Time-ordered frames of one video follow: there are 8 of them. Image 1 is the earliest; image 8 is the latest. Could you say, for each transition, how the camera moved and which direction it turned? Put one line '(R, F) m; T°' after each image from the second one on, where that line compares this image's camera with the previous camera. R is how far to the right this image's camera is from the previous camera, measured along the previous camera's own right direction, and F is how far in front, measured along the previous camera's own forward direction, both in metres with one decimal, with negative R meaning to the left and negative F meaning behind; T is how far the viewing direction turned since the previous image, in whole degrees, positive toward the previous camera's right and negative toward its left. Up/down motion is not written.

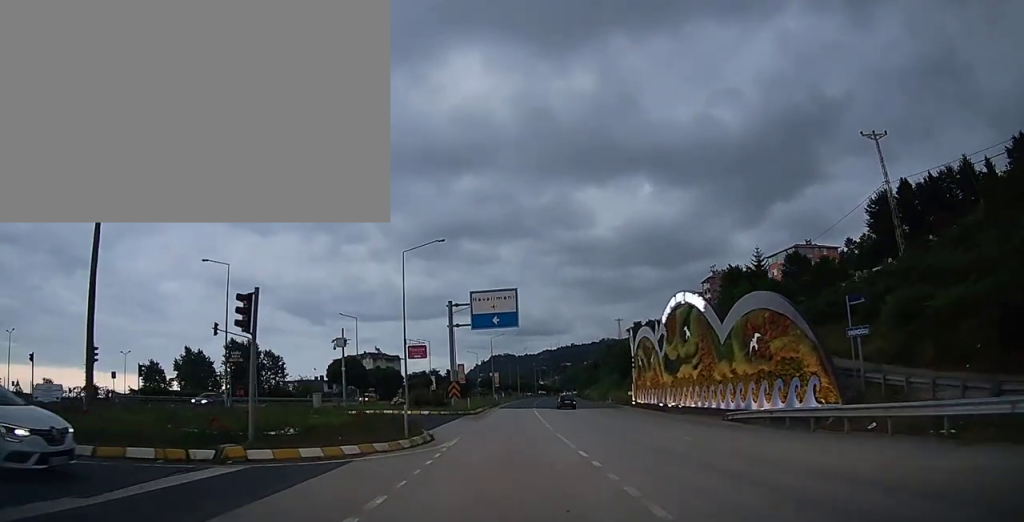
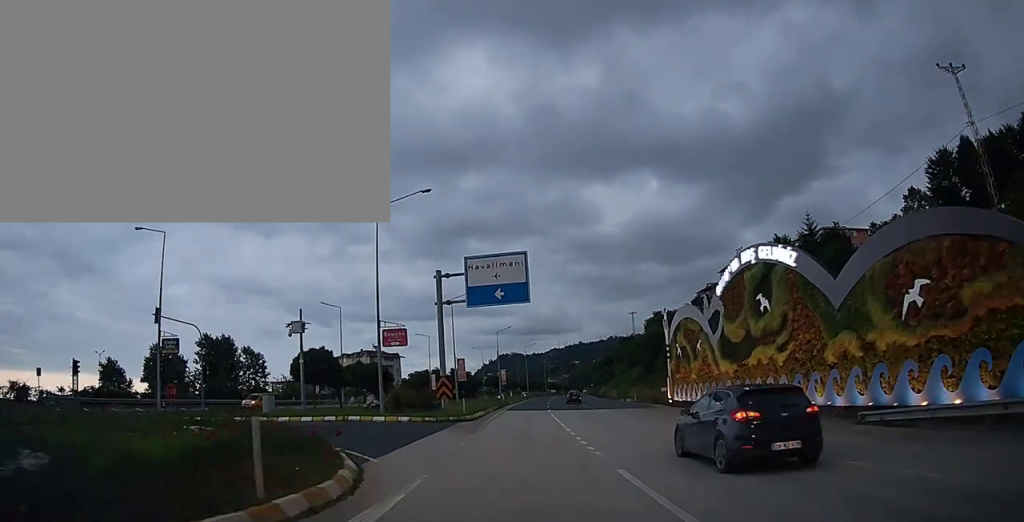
(0.0, +10.4) m; -1°
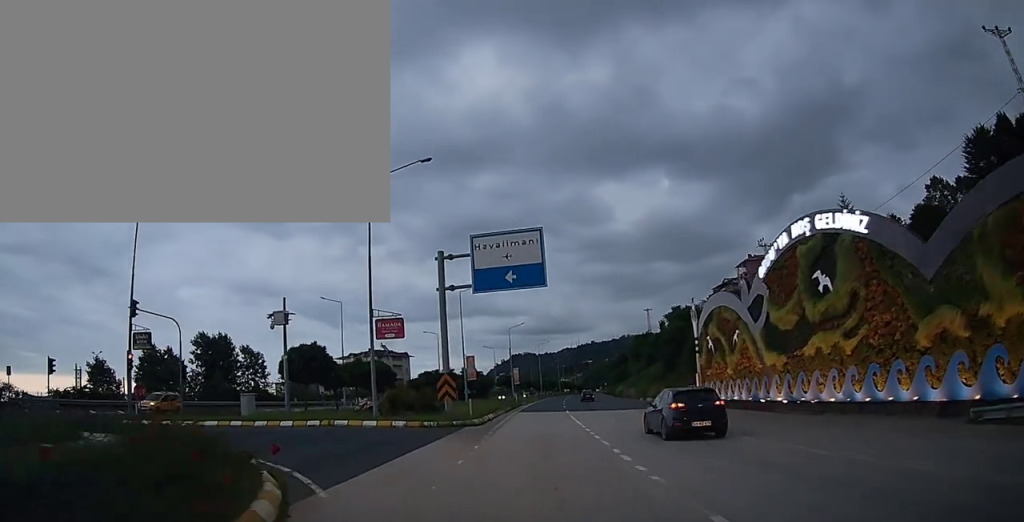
(0.0, +4.8) m; -1°
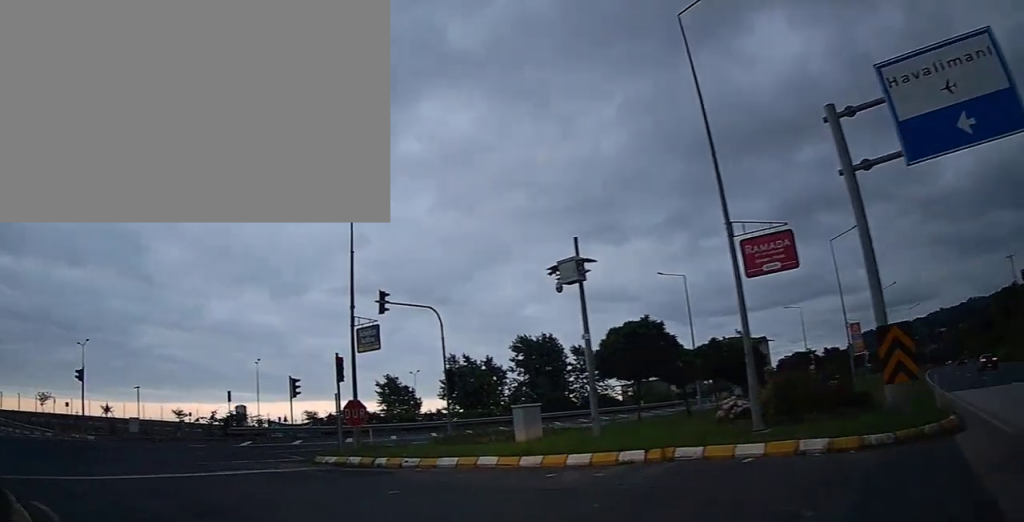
(-1.7, +10.6) m; -41°
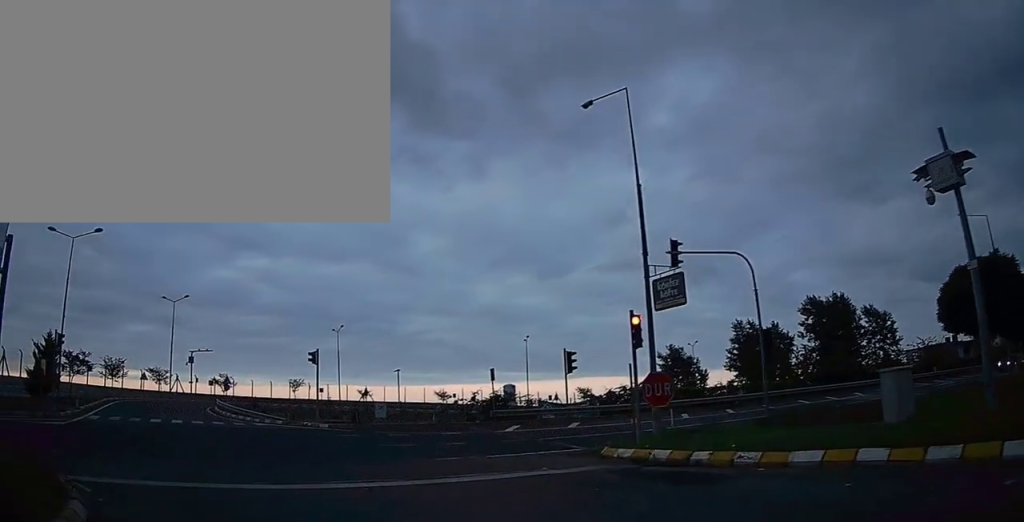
(-1.3, +4.9) m; -32°
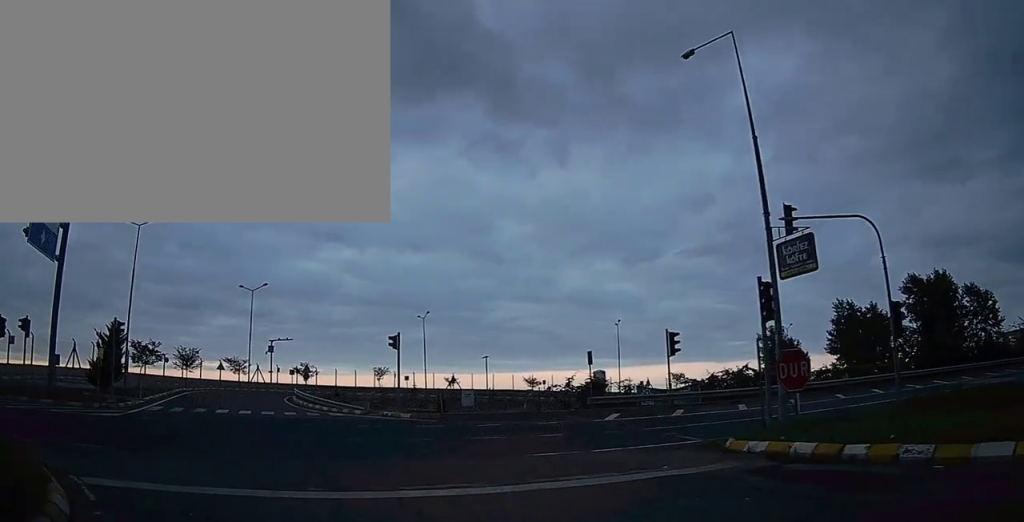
(-0.4, +2.5) m; -20°
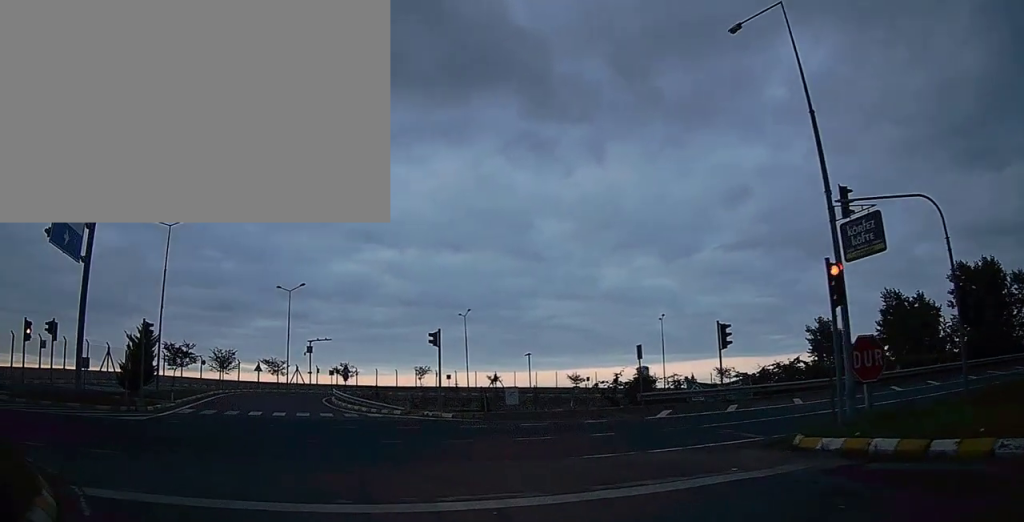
(-0.3, +1.1) m; -5°
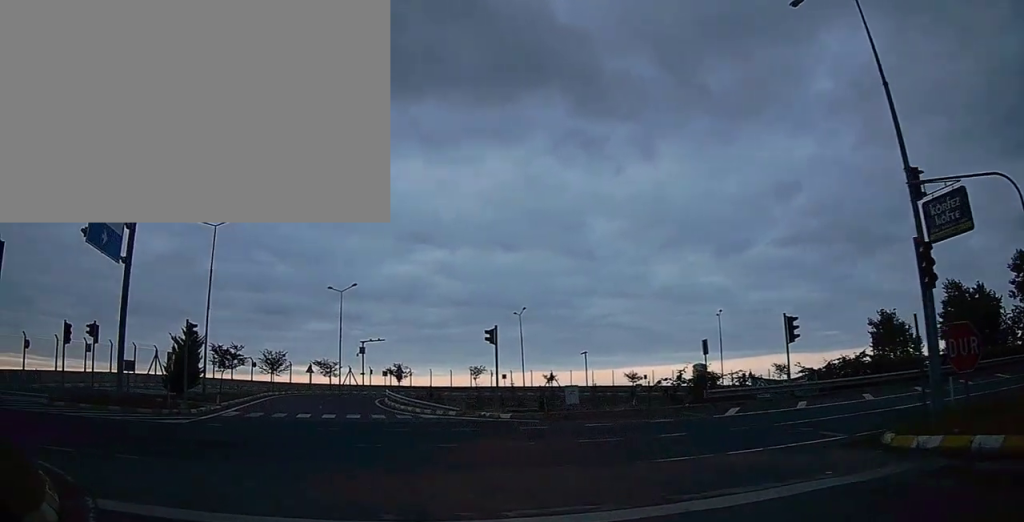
(-0.2, +1.2) m; -6°
